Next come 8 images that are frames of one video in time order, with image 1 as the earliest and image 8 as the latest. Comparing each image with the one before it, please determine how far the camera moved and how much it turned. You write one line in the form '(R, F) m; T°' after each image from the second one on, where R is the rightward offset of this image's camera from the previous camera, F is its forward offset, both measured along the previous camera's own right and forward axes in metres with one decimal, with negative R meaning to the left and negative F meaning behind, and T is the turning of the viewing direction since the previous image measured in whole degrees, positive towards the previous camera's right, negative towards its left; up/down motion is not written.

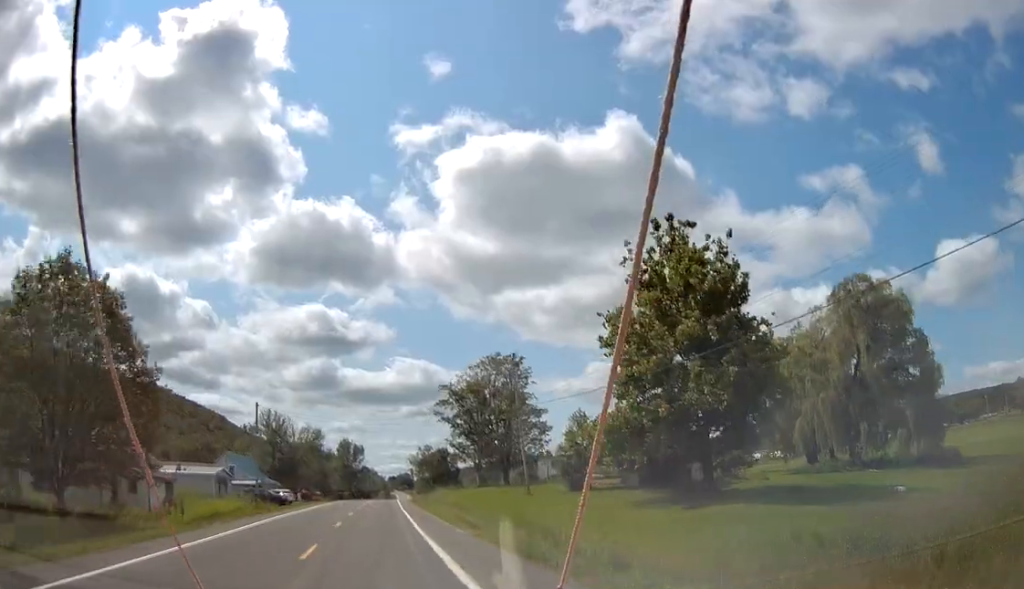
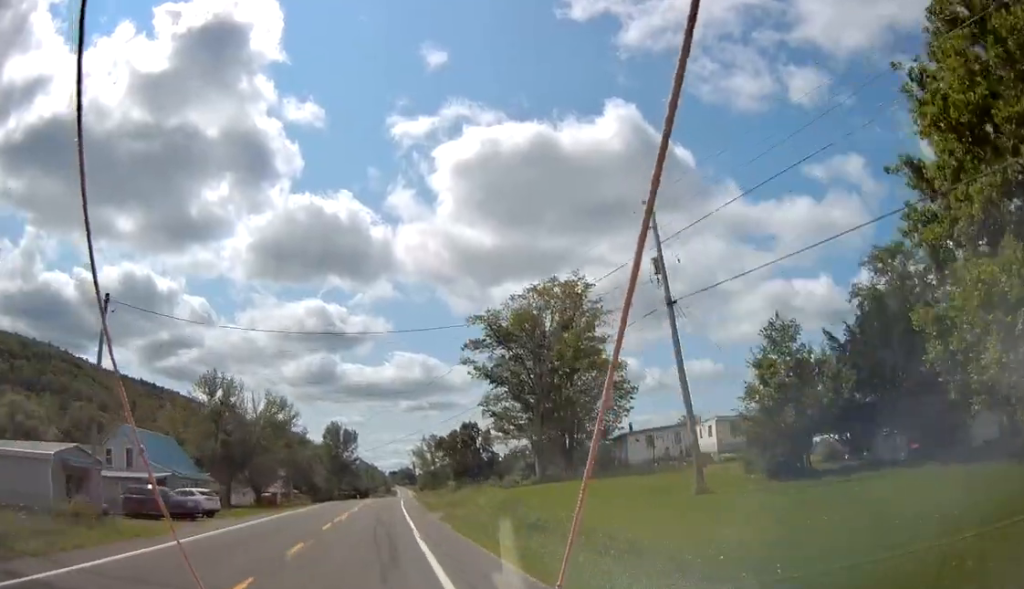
(-0.2, +30.7) m; -1°
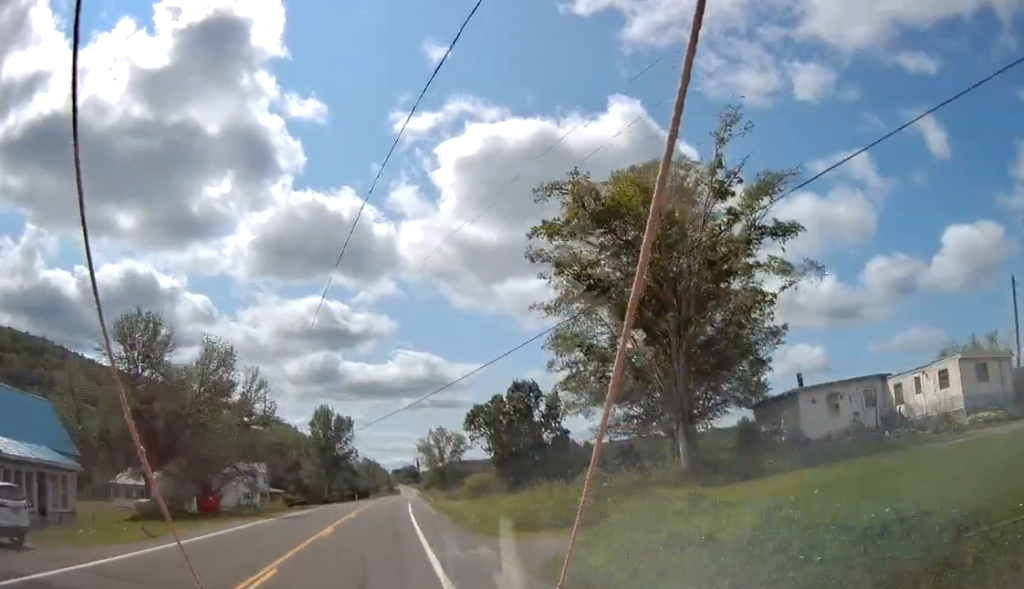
(-0.1, +22.6) m; 0°
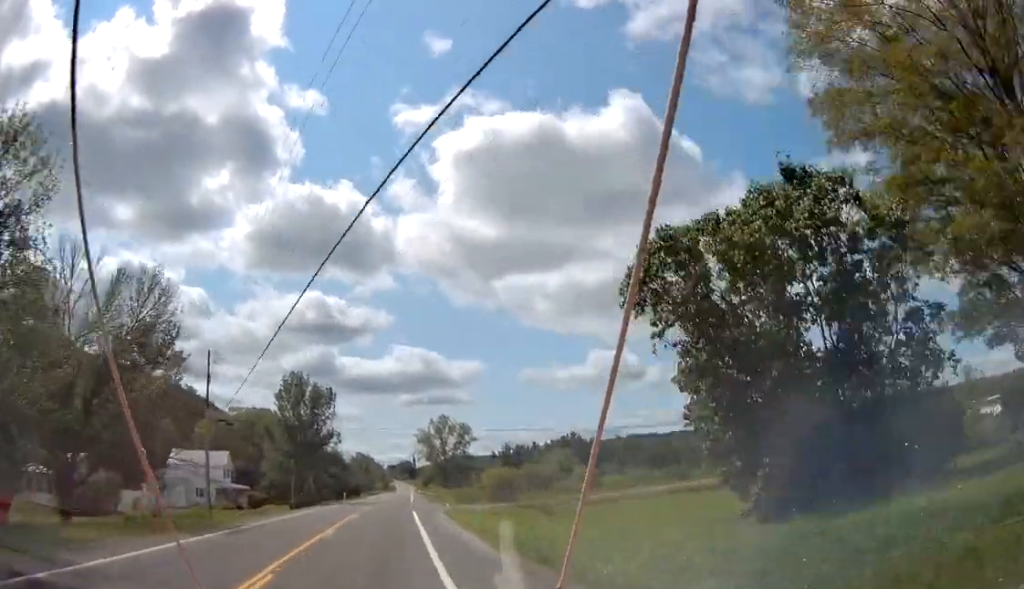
(+0.2, +25.2) m; +1°
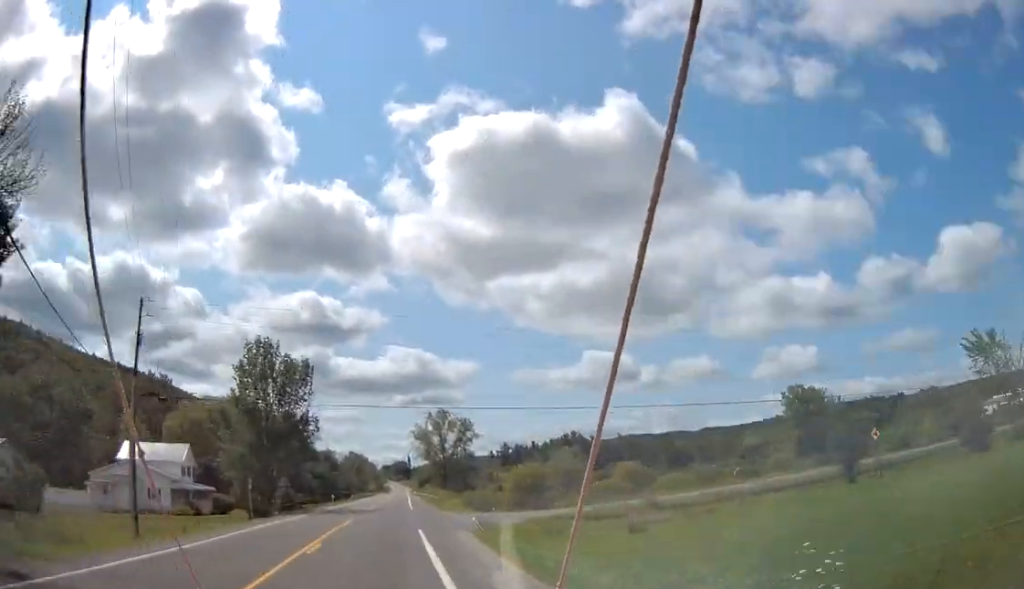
(+0.1, +16.0) m; +1°
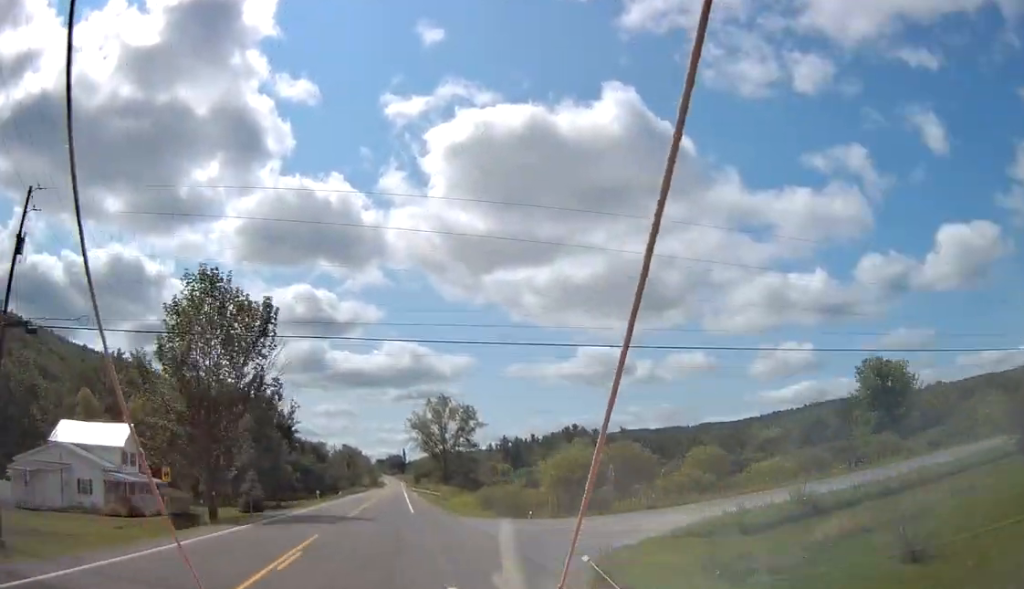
(+0.2, +16.0) m; 0°
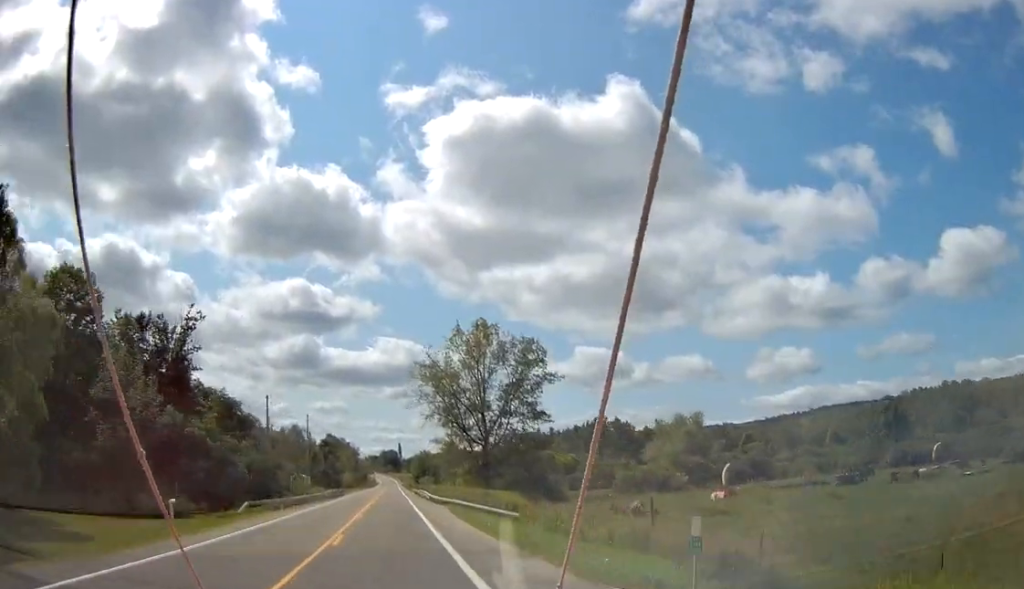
(-0.4, +67.7) m; 0°
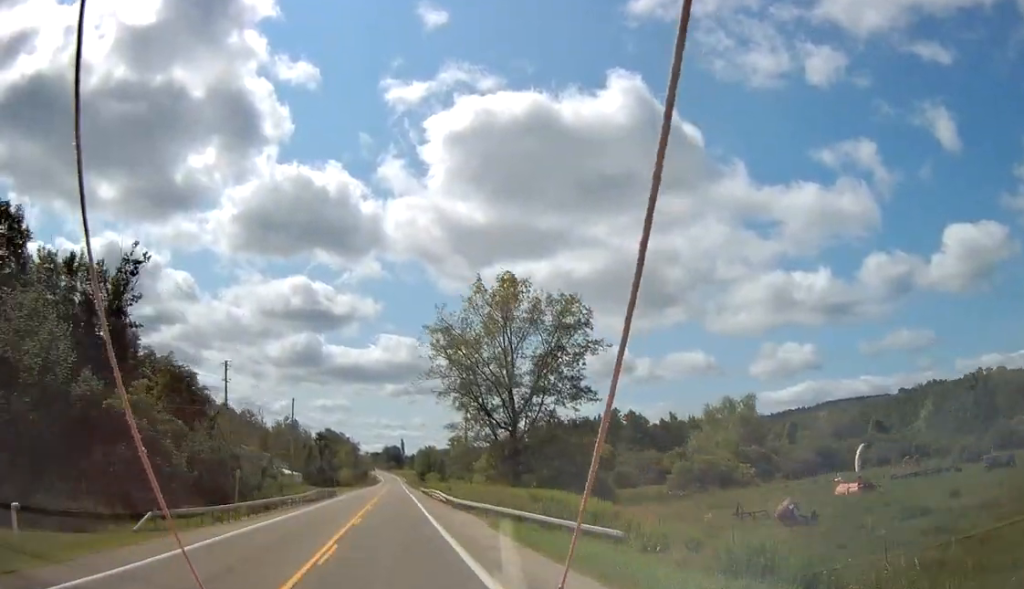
(+0.2, +16.9) m; 0°
